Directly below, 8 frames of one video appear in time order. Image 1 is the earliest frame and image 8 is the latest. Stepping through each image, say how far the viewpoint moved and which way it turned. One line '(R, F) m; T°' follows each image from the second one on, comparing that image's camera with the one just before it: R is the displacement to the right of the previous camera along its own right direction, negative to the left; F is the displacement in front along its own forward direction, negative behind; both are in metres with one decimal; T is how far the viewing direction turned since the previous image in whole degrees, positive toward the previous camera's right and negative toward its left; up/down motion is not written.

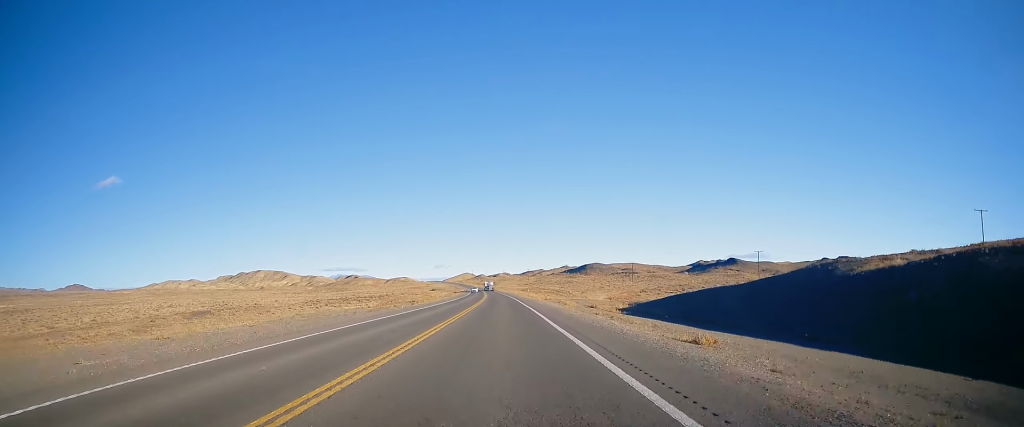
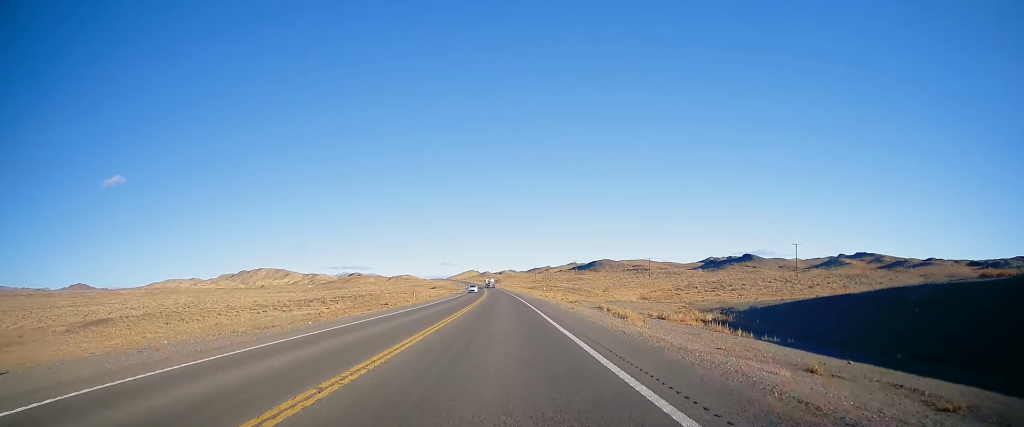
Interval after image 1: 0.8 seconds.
(0.0, +24.9) m; -1°
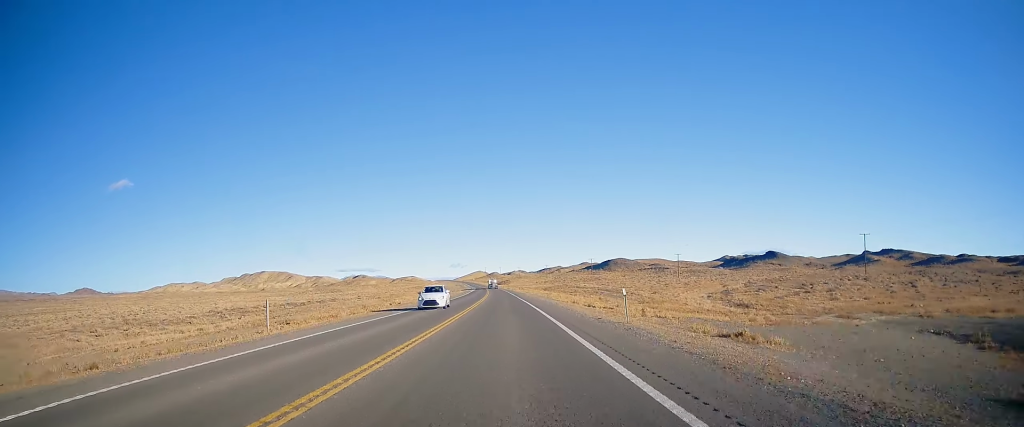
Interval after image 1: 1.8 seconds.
(-0.4, +34.7) m; 0°
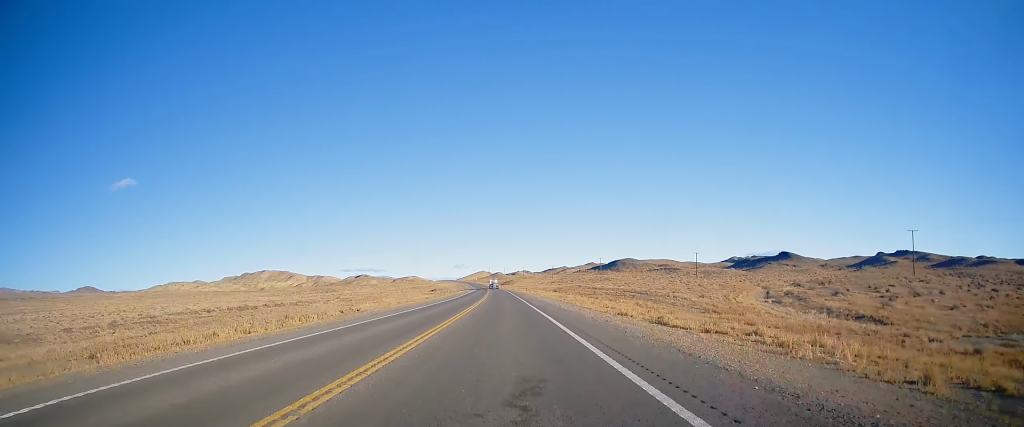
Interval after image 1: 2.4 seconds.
(+0.3, +19.5) m; 0°
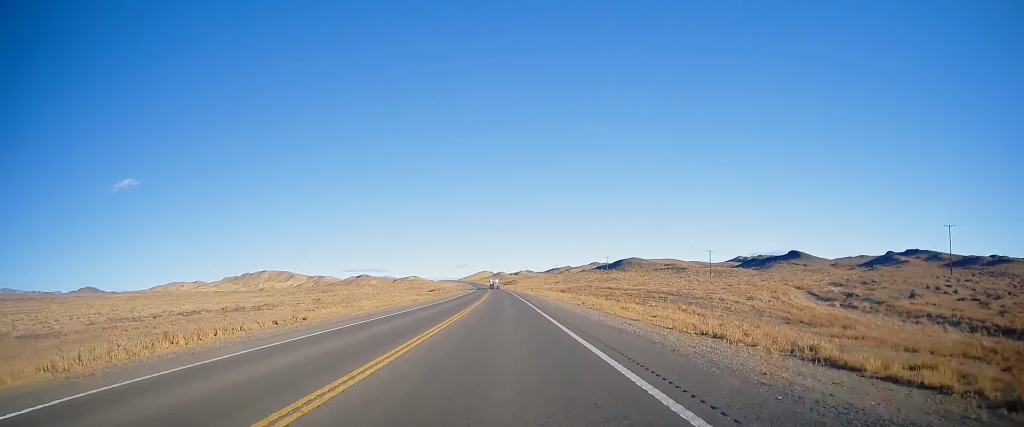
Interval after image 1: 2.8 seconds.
(+0.1, +13.0) m; 0°
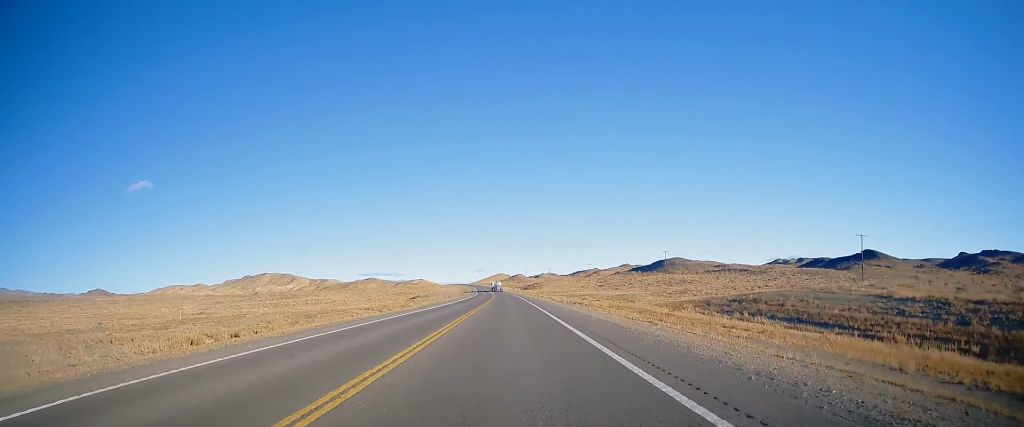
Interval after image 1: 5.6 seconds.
(-3.5, +90.3) m; -3°
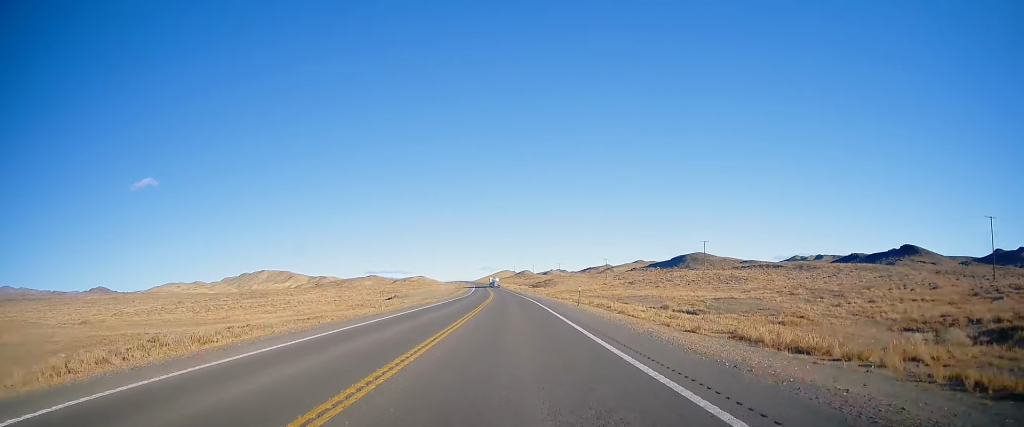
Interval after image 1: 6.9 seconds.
(0.0, +41.9) m; 0°
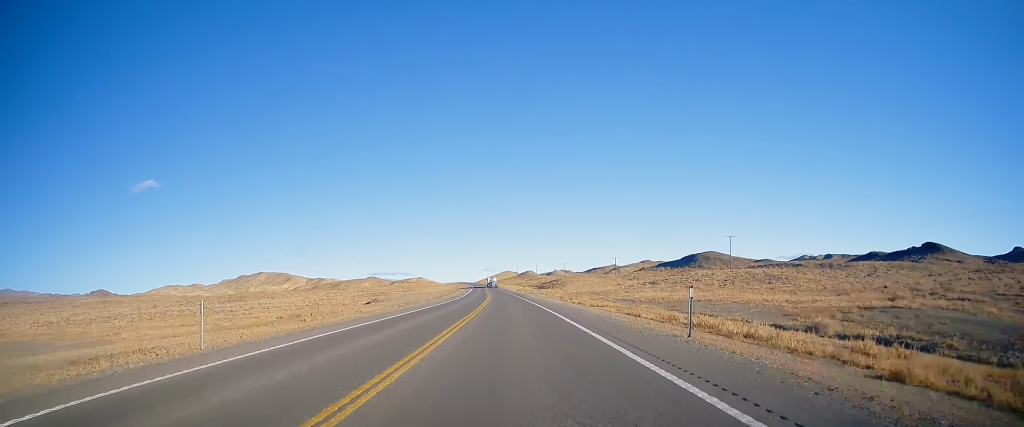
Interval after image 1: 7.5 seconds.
(+0.1, +22.1) m; -1°
